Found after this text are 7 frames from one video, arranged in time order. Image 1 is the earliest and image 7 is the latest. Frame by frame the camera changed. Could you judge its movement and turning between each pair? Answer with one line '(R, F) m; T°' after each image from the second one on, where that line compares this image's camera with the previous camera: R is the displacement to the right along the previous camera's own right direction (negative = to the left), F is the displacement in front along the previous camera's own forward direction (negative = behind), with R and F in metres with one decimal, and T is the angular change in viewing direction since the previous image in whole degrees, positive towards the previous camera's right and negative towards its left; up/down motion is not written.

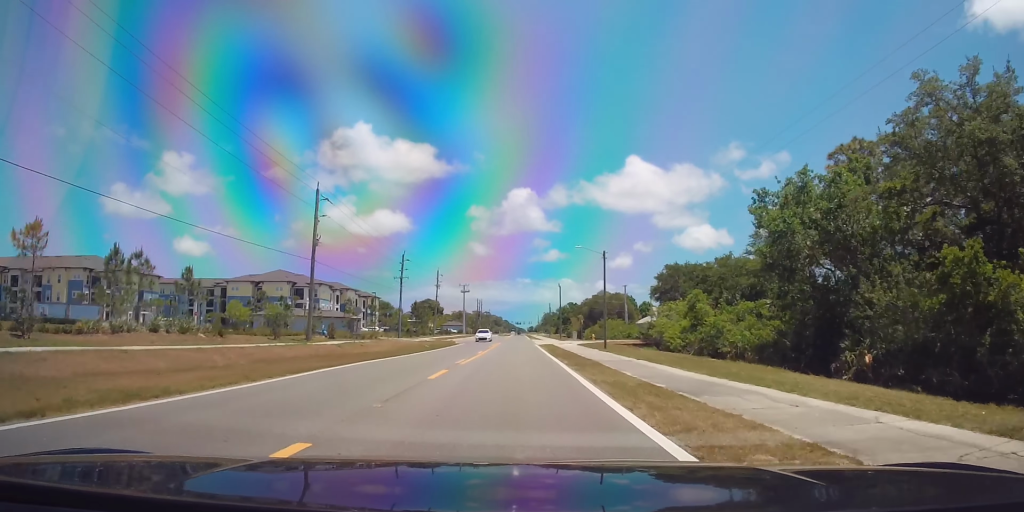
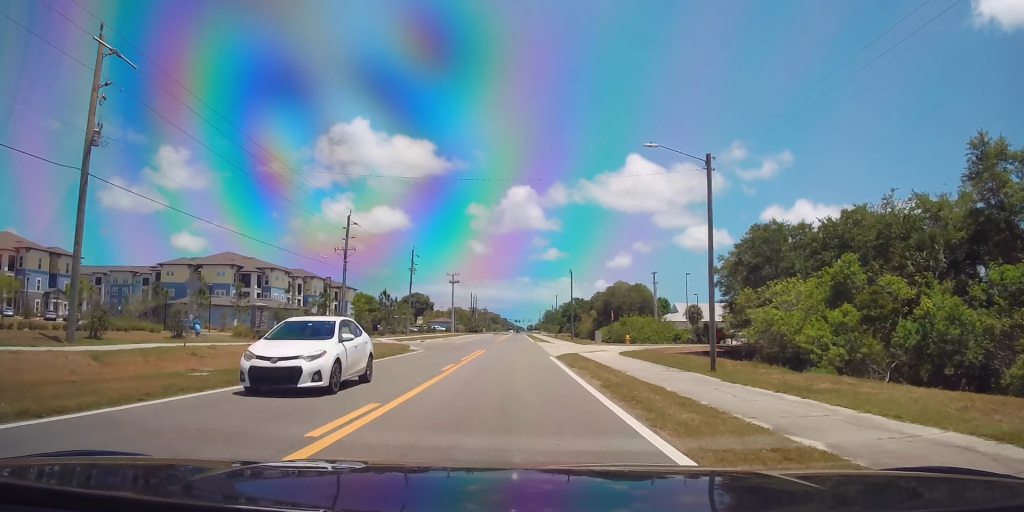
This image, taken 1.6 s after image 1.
(-0.3, +27.6) m; +1°
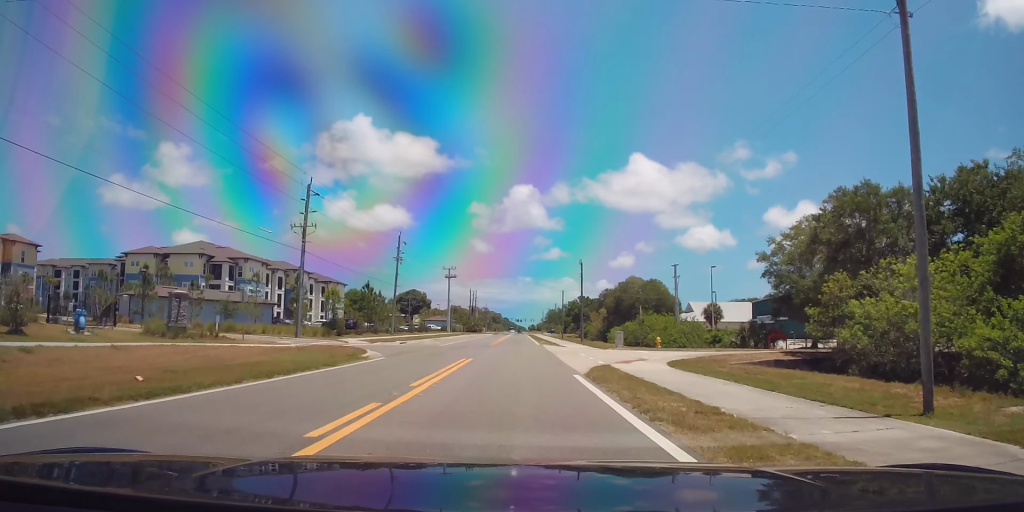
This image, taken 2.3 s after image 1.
(+0.1, +12.1) m; +1°
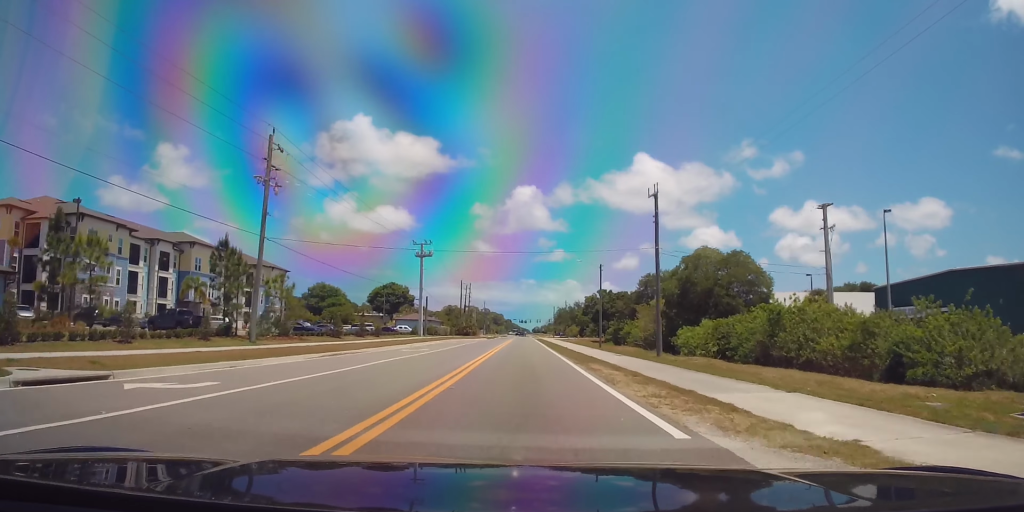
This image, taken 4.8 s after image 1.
(-0.8, +42.2) m; -2°
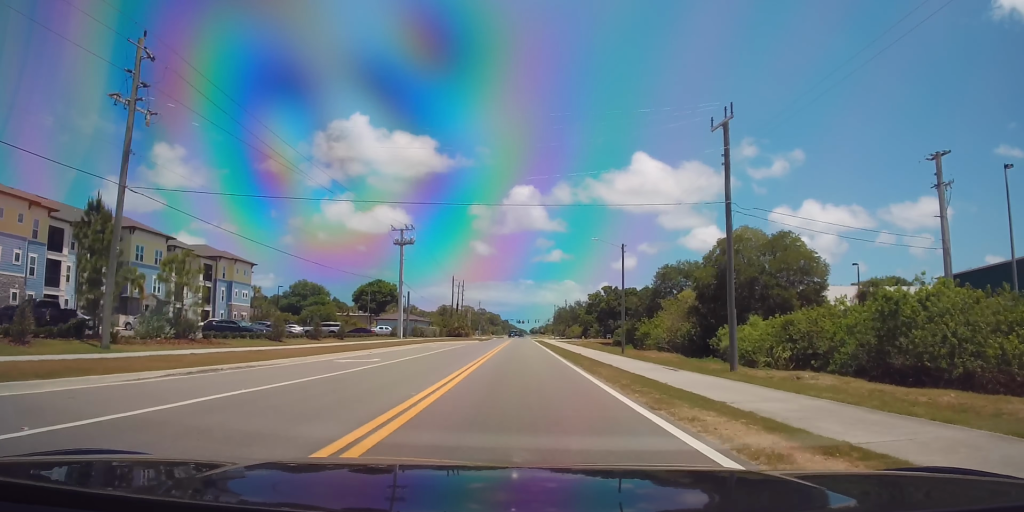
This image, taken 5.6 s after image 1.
(+0.2, +14.4) m; +1°
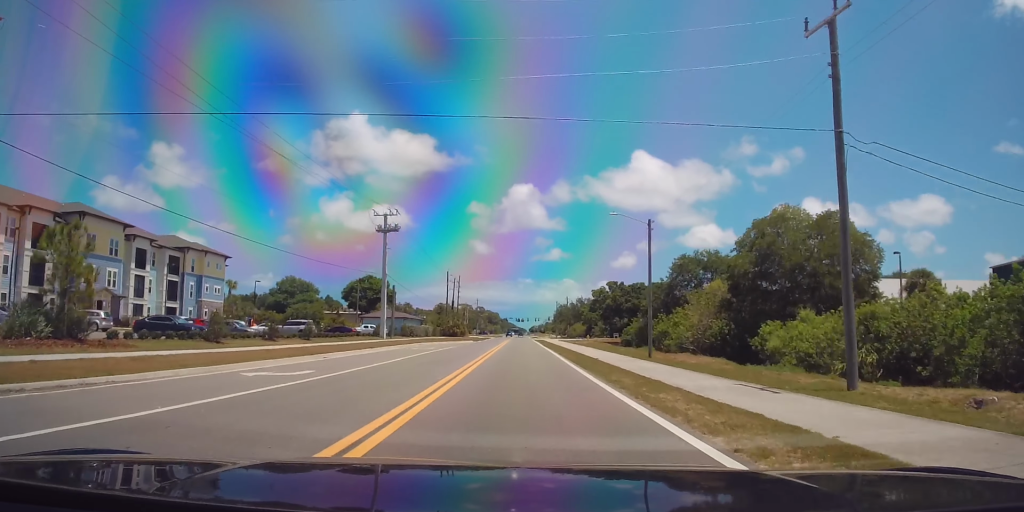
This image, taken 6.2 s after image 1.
(+0.1, +9.4) m; +1°
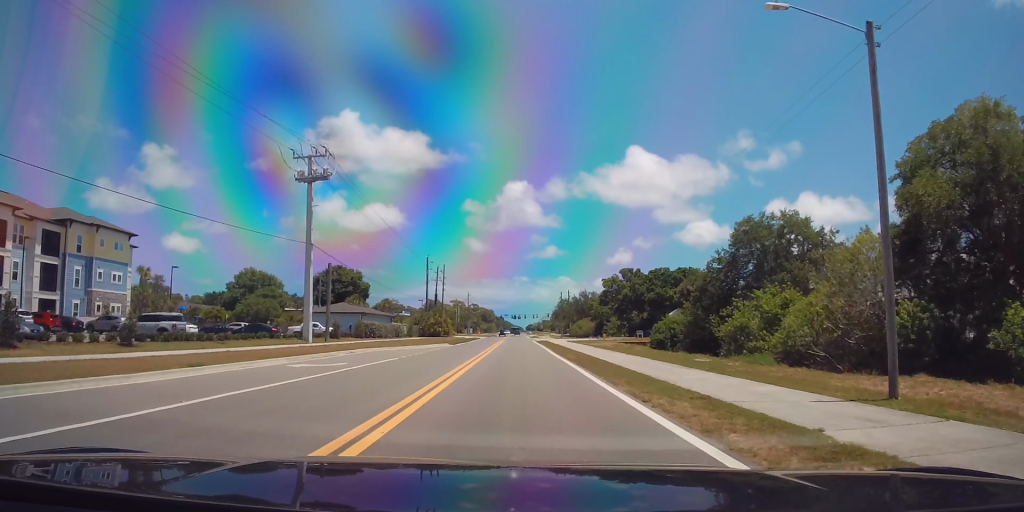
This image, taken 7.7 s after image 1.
(0.0, +23.7) m; 0°
